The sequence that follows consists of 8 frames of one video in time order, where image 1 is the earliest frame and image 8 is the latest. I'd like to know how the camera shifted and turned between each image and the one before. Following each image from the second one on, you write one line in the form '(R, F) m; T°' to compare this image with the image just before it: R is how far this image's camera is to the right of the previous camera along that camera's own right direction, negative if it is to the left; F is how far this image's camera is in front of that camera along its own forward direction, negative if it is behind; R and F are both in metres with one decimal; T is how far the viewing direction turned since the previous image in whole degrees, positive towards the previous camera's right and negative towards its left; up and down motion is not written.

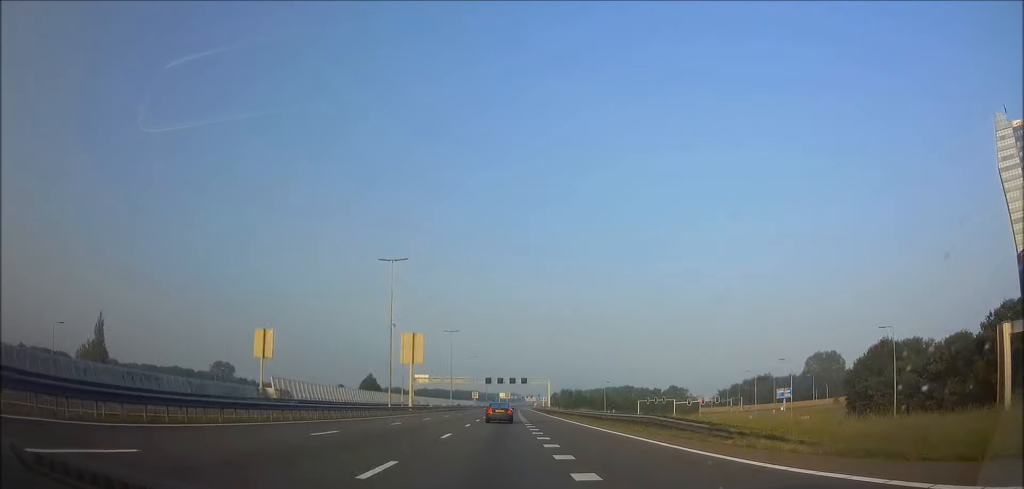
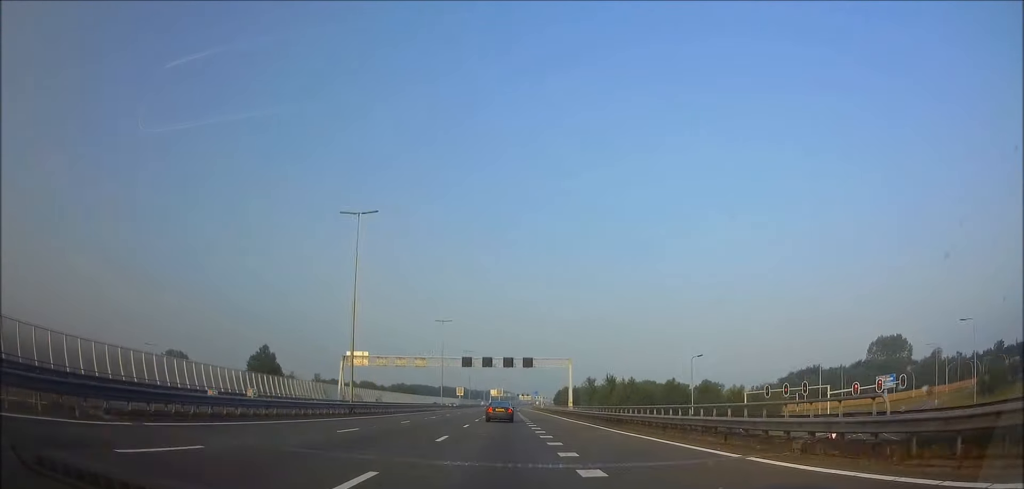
(+0.3, +73.9) m; +1°
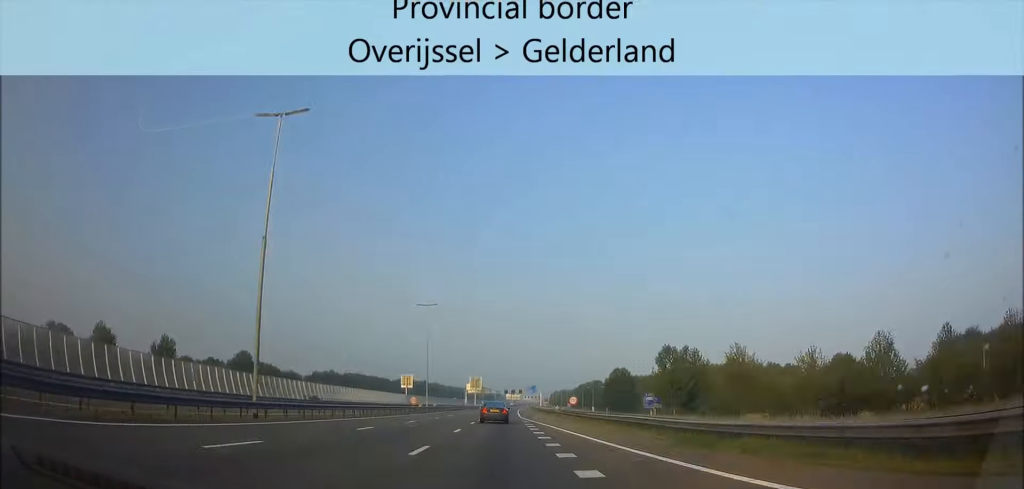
(+1.7, +136.1) m; +1°
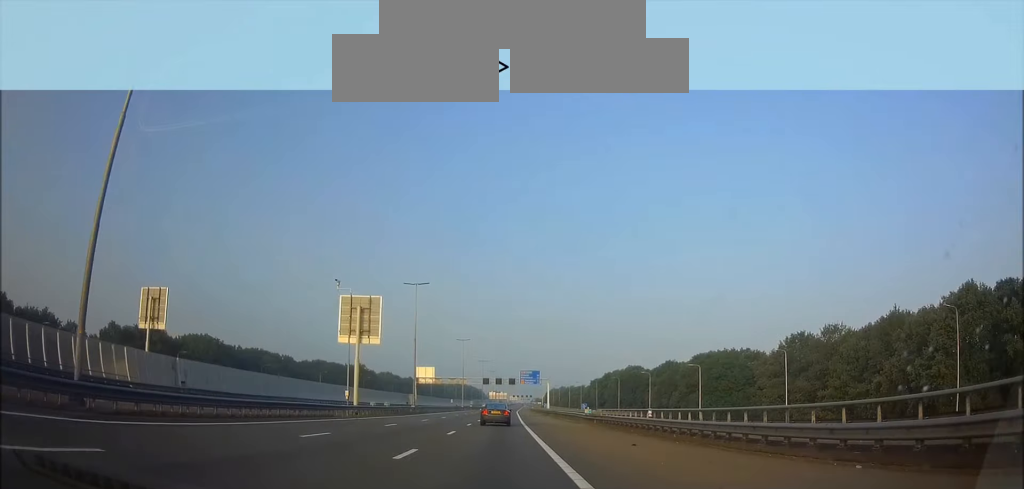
(+1.1, +132.3) m; +1°
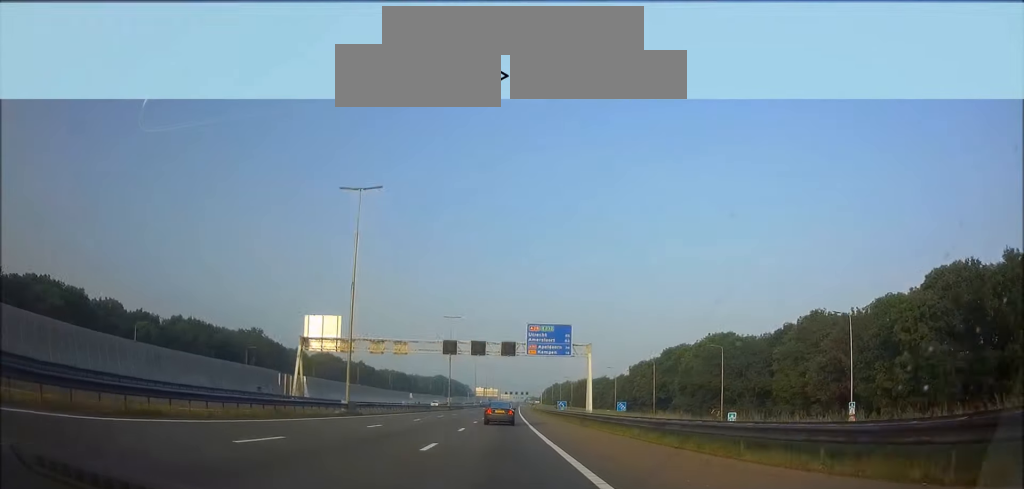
(+0.9, +93.6) m; +1°
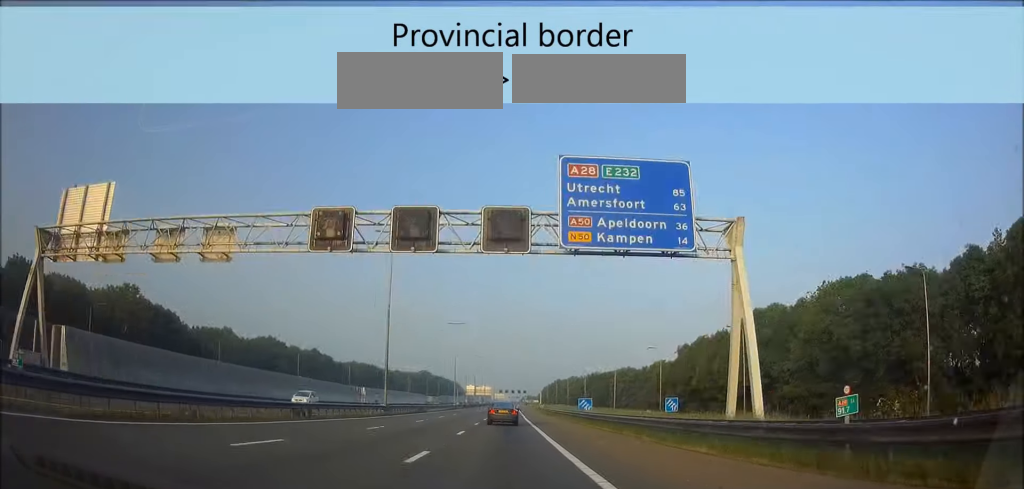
(+0.2, +50.8) m; 0°
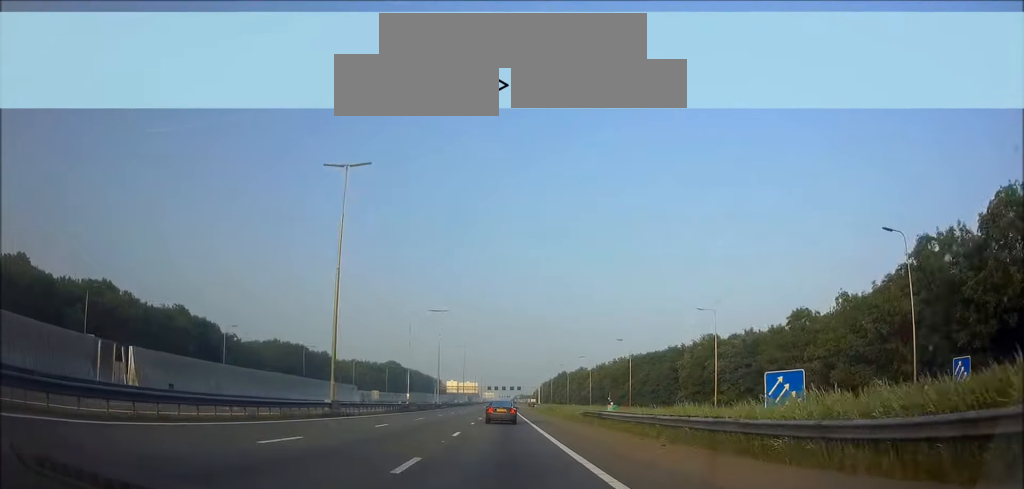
(+0.4, +74.3) m; 0°
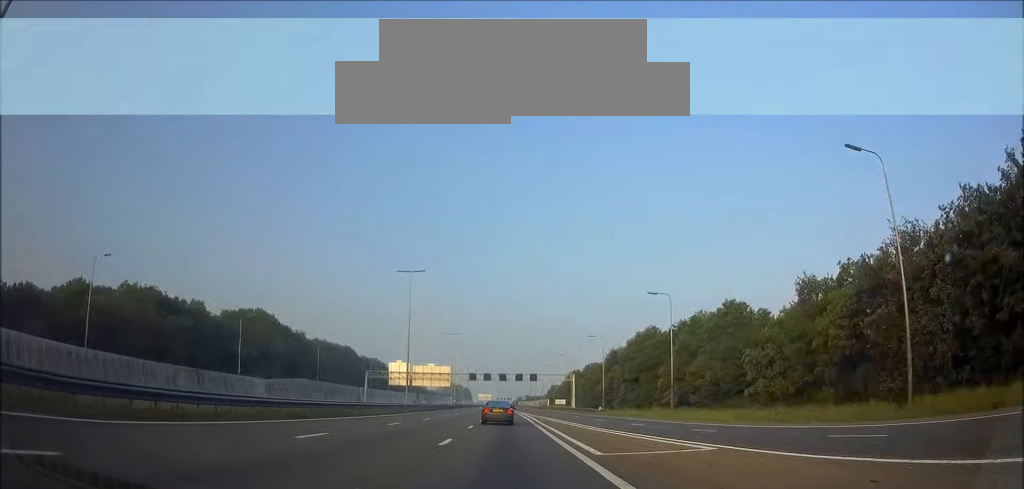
(+0.7, +148.1) m; 0°
